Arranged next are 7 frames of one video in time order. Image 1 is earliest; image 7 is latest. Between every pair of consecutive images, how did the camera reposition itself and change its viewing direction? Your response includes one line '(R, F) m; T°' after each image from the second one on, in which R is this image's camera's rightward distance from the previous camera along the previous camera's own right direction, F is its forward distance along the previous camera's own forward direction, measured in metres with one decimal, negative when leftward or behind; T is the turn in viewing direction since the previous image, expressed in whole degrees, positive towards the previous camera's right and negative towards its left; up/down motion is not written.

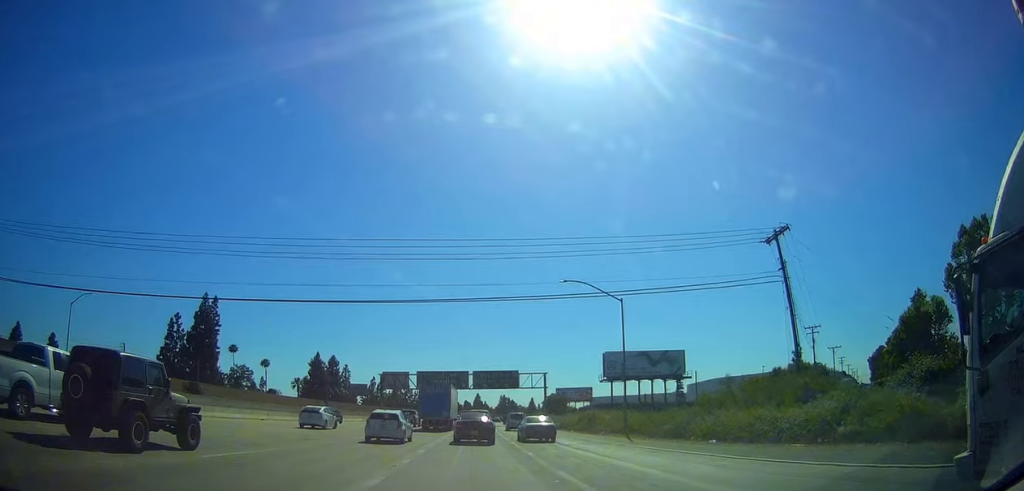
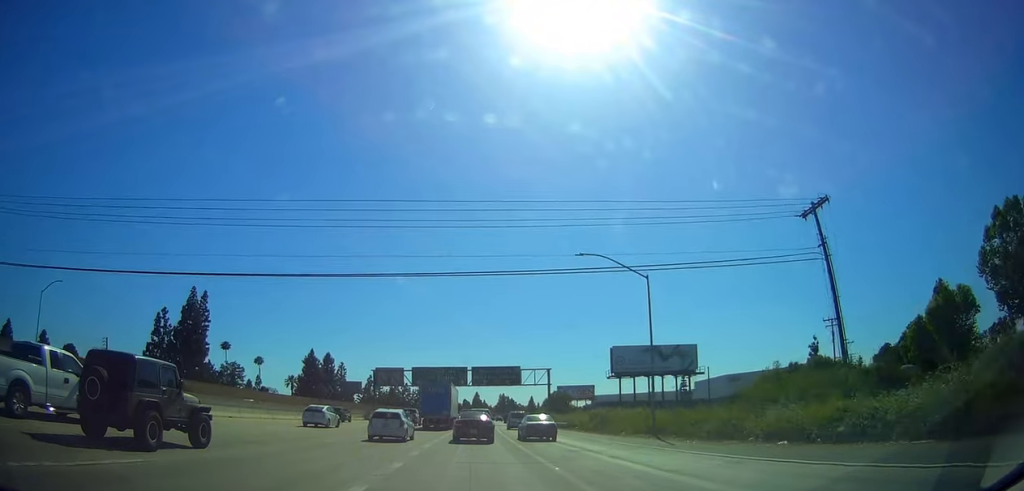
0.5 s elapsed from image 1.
(-0.1, +6.1) m; +2°
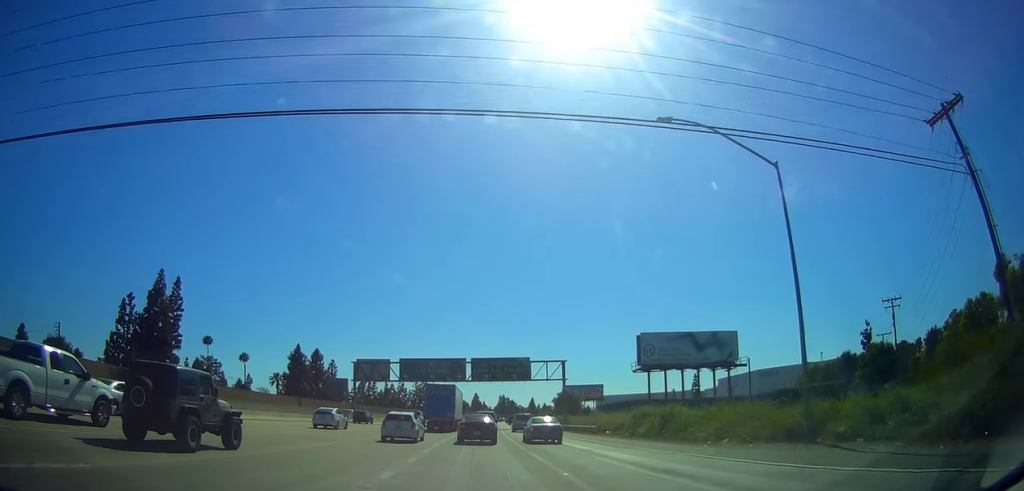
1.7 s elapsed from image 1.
(+0.7, +14.8) m; +1°
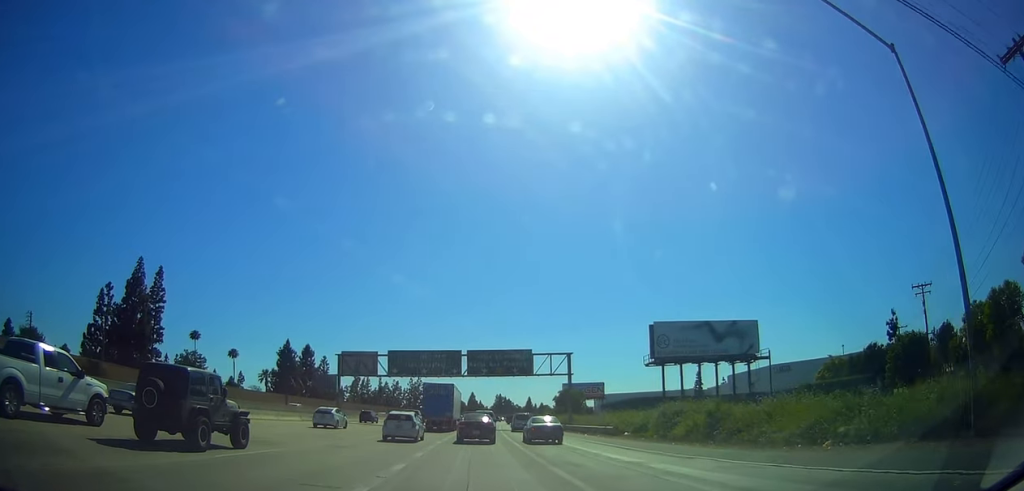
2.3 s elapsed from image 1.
(-0.4, +7.0) m; +1°
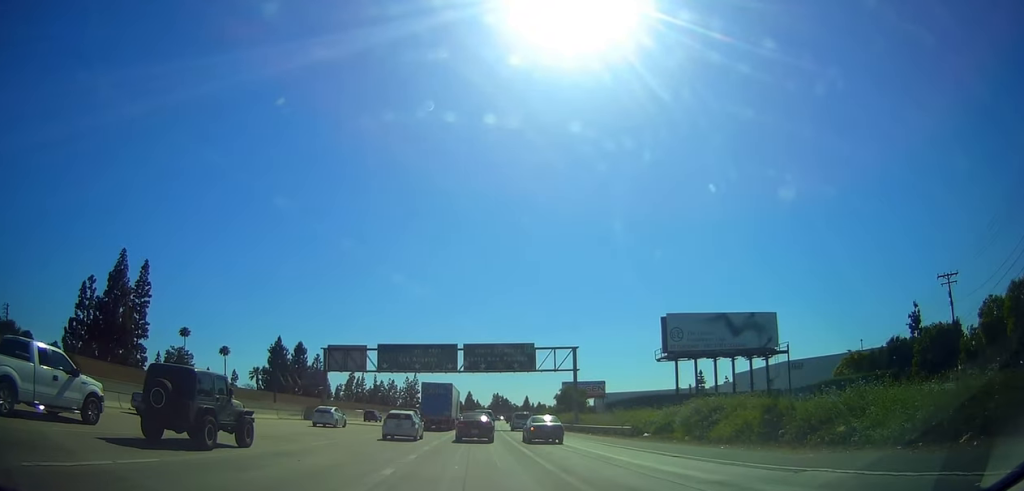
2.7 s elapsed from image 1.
(-0.2, +5.4) m; 0°
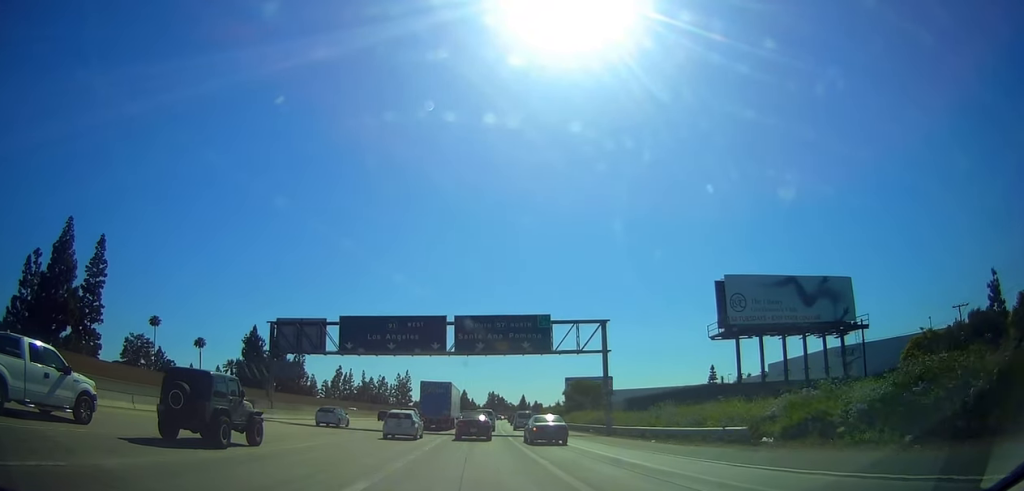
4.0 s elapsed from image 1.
(+0.6, +16.2) m; +1°
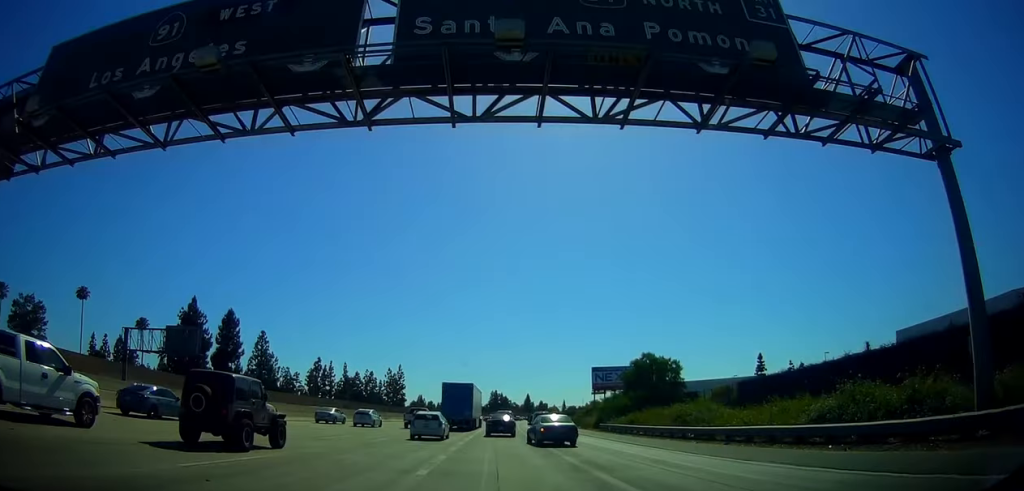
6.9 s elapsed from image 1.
(+1.0, +38.0) m; 0°
